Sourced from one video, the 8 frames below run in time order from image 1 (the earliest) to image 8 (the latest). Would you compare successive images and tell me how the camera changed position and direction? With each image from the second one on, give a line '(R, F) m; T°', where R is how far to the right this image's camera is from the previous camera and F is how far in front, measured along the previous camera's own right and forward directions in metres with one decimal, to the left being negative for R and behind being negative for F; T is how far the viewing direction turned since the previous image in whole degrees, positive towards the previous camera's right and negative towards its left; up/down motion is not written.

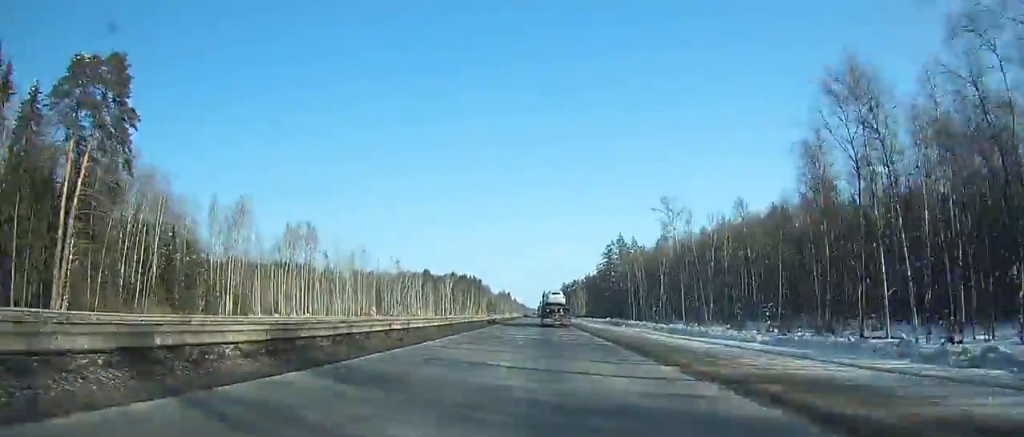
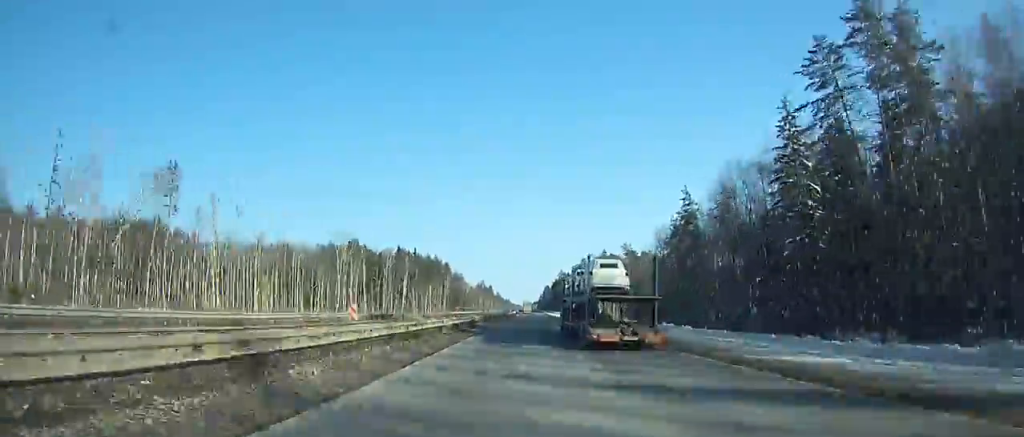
(+0.7, +134.6) m; +1°
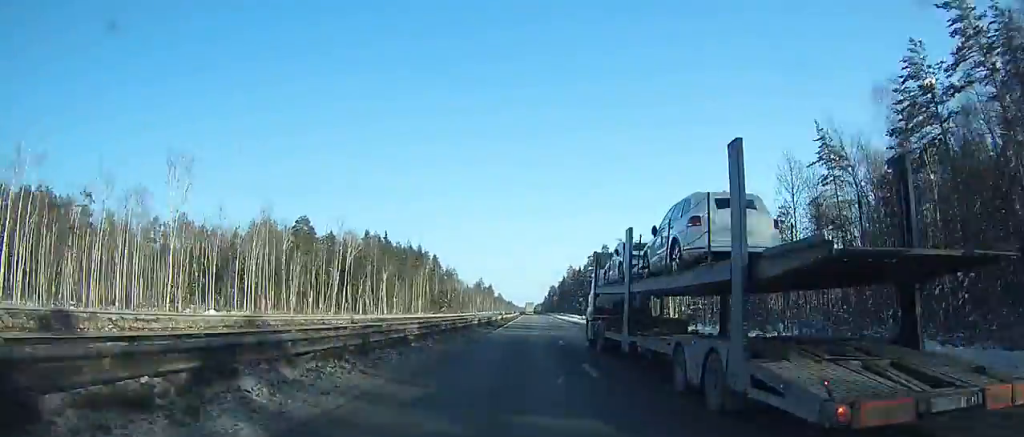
(+0.5, +59.0) m; 0°
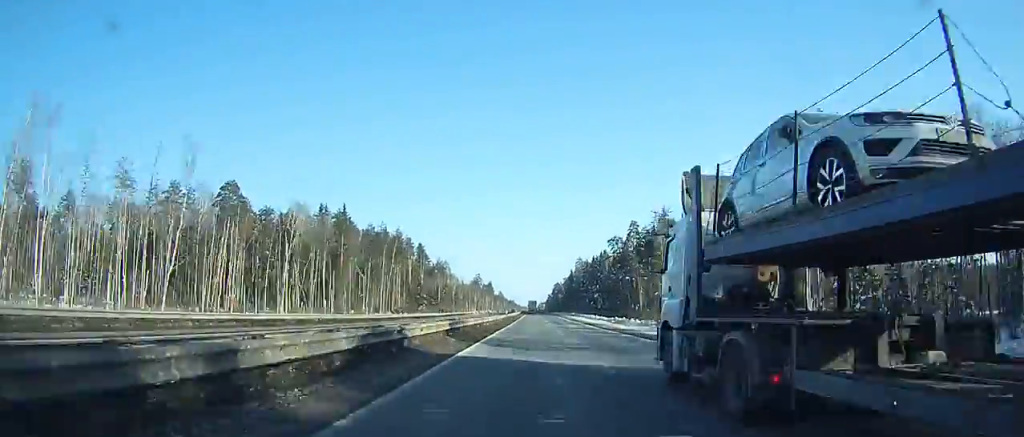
(-0.1, +48.5) m; 0°
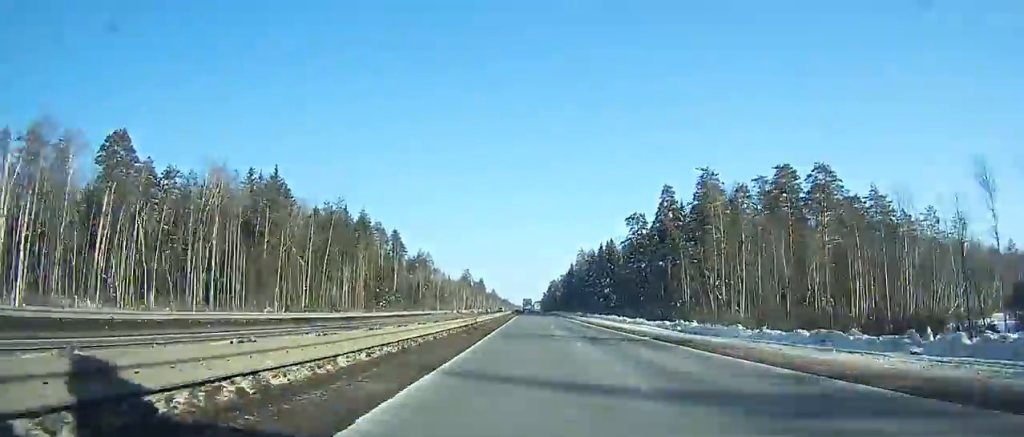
(-0.2, +39.9) m; 0°
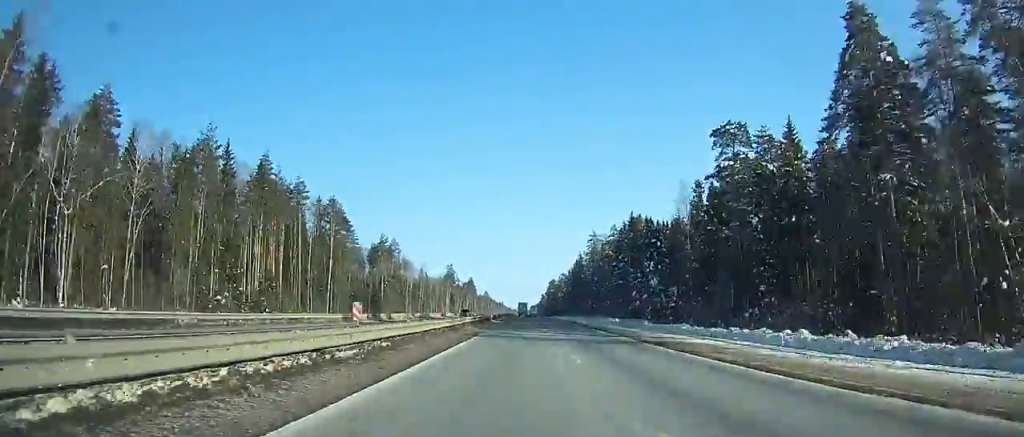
(+0.3, +66.1) m; 0°
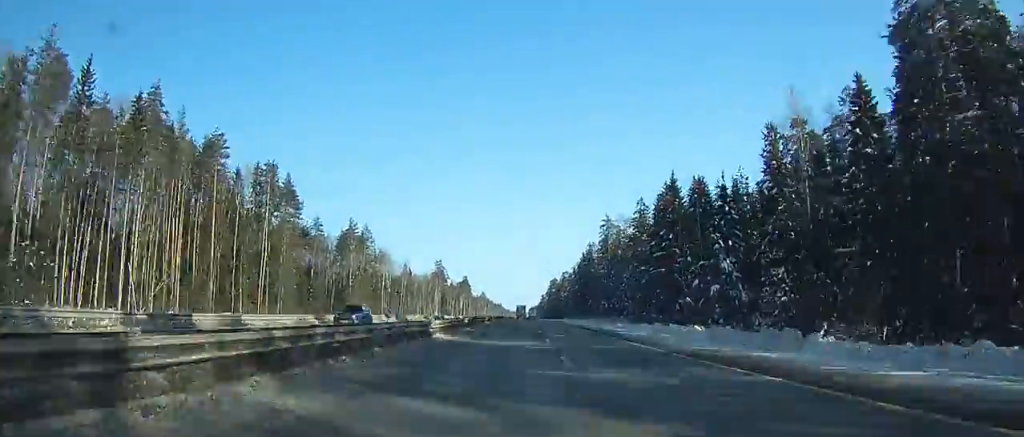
(0.0, +37.5) m; 0°
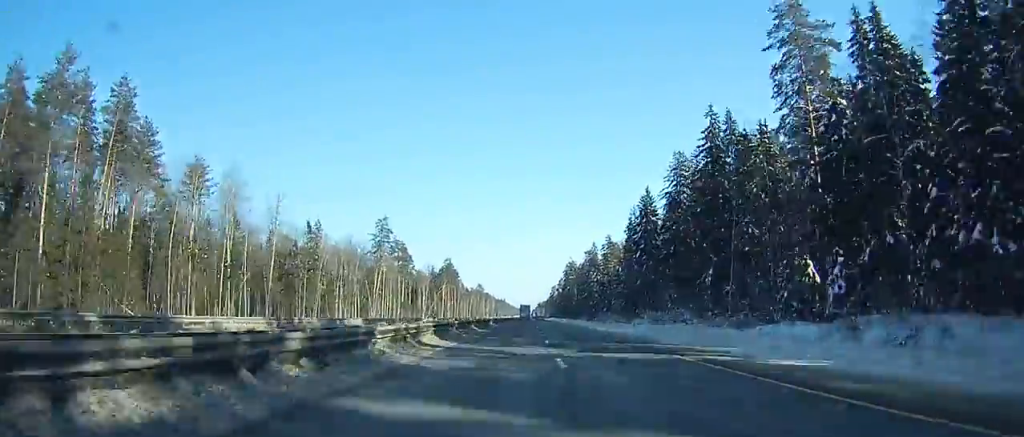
(-0.5, +121.6) m; 0°
